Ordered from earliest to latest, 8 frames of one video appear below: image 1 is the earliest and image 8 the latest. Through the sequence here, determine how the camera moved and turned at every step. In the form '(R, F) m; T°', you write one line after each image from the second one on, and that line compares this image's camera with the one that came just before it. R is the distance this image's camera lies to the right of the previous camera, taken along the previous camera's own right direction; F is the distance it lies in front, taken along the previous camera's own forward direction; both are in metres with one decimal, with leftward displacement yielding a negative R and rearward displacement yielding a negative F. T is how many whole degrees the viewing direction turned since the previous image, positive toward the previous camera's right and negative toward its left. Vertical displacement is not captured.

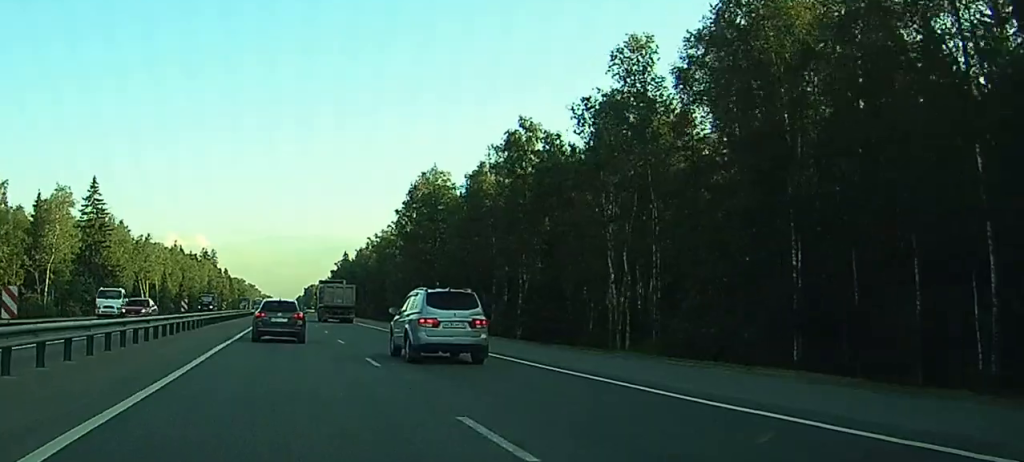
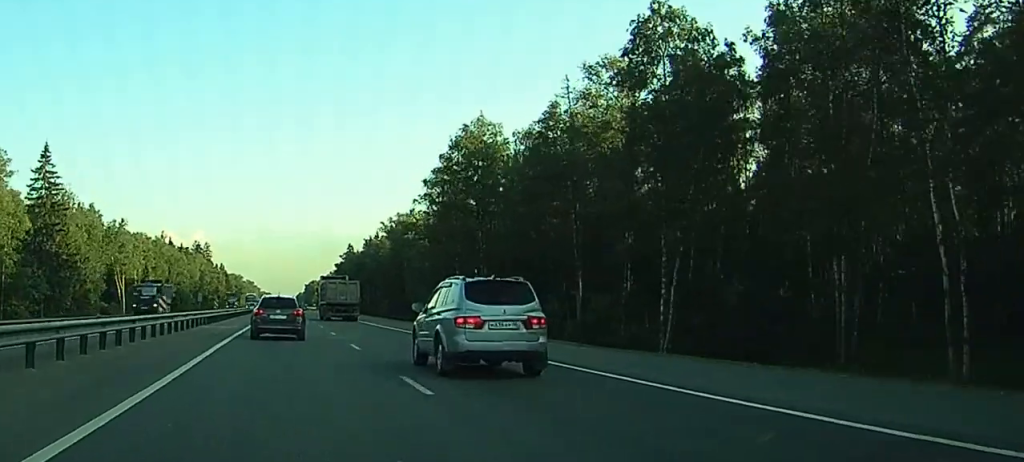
(+0.2, +30.4) m; 0°
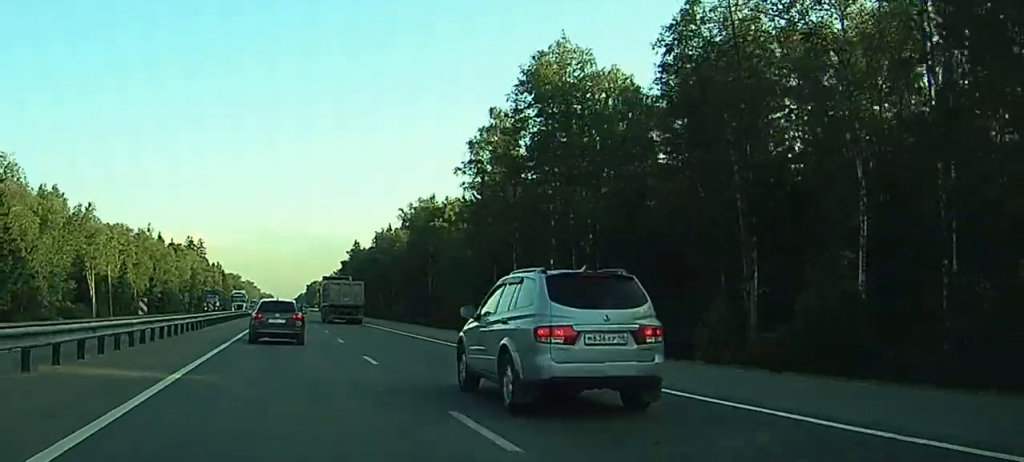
(-0.3, +28.8) m; -1°
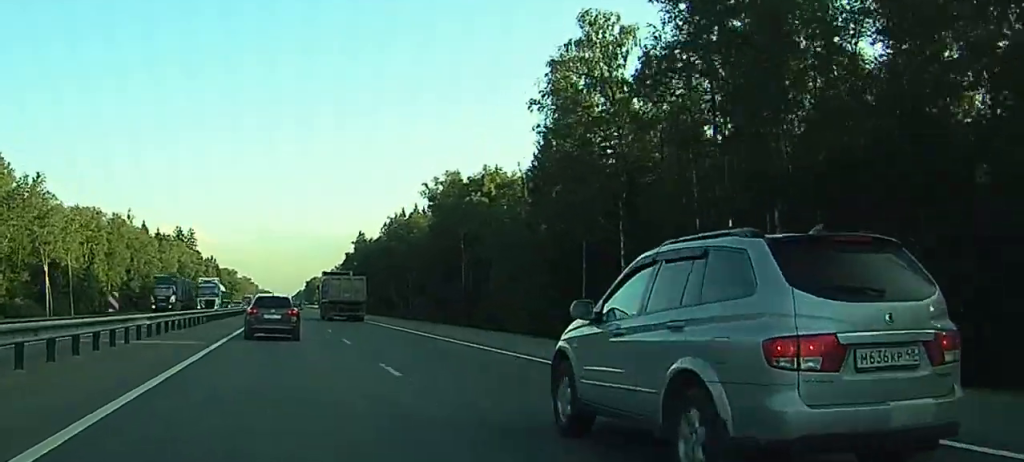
(0.0, +28.6) m; 0°
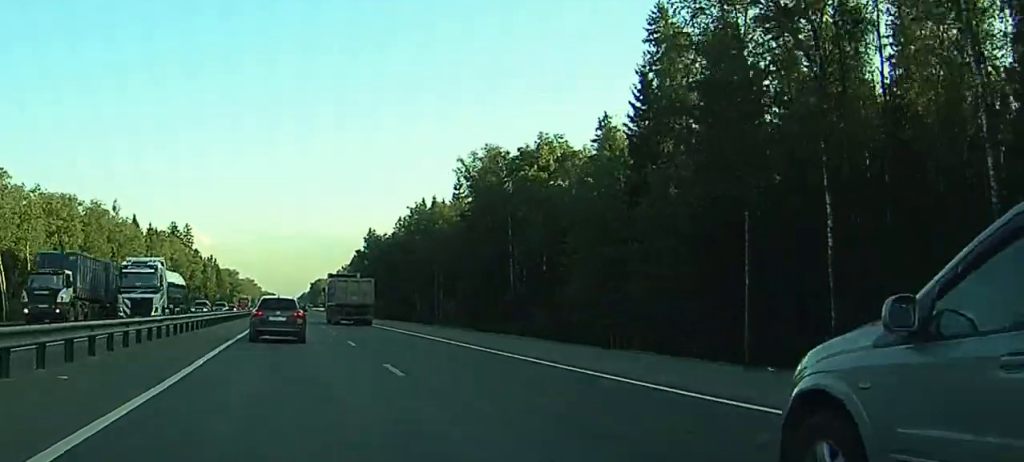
(0.0, +23.4) m; 0°
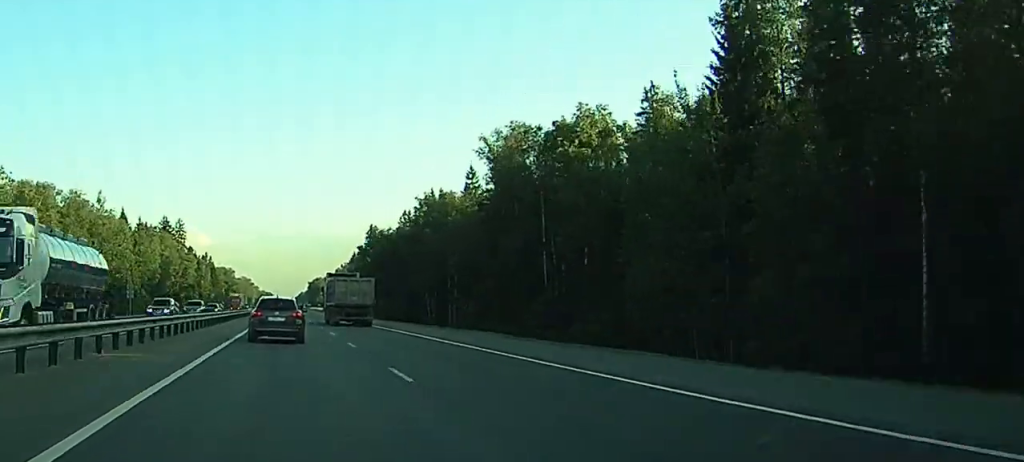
(0.0, +13.3) m; 0°
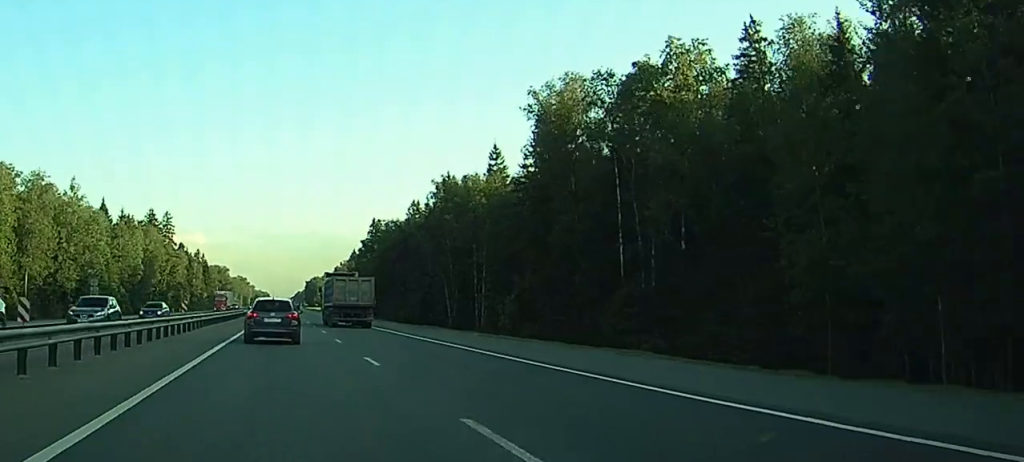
(+0.1, +19.9) m; +1°
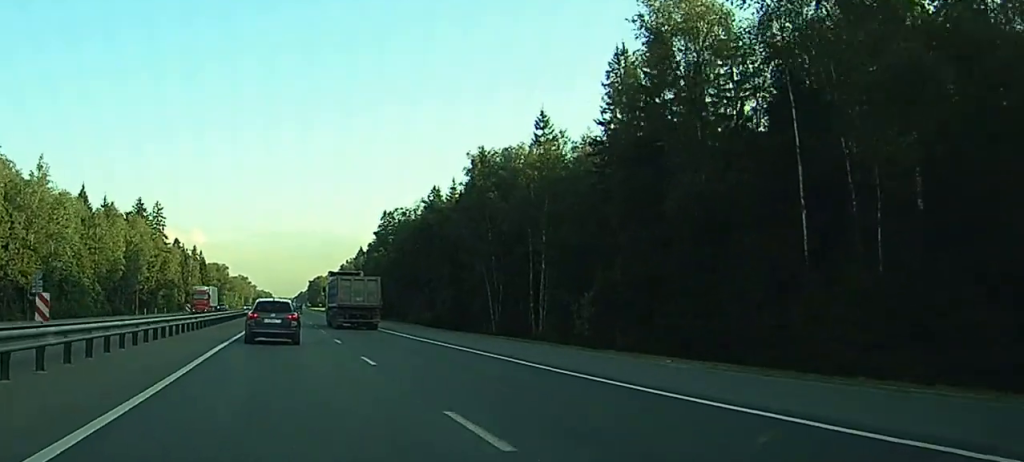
(+0.2, +23.1) m; 0°
